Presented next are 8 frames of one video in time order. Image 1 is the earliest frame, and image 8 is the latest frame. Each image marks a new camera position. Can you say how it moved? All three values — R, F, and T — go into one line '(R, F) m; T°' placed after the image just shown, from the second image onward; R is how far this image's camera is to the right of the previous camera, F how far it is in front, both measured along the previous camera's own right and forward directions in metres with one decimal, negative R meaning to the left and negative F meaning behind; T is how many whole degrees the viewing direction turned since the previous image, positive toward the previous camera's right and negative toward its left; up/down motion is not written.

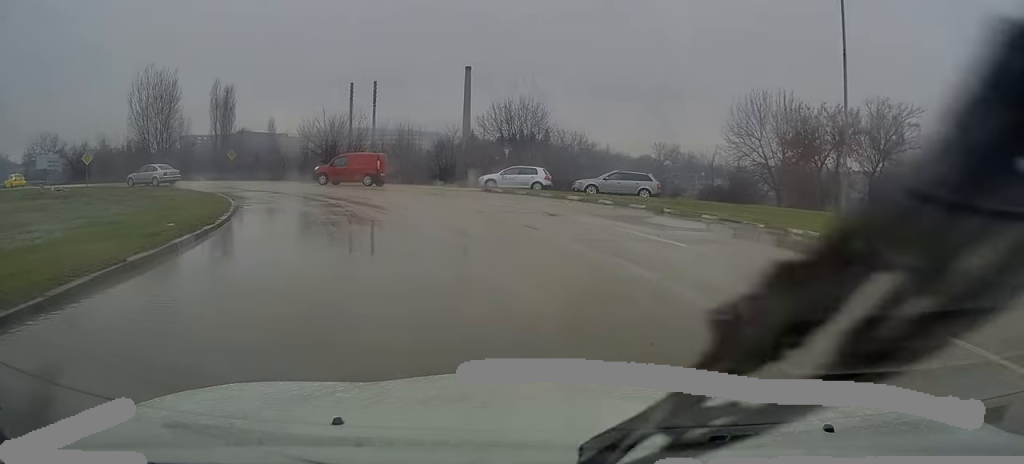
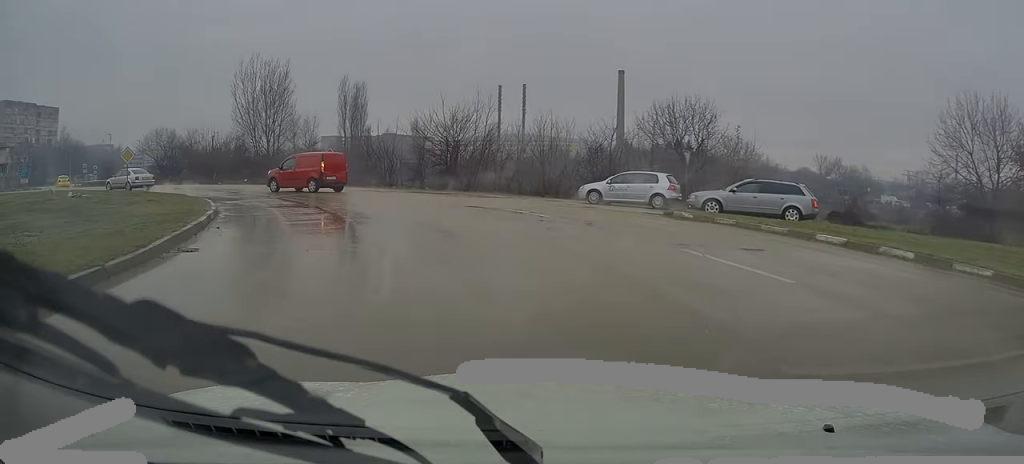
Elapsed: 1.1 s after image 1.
(-1.2, +10.8) m; -15°
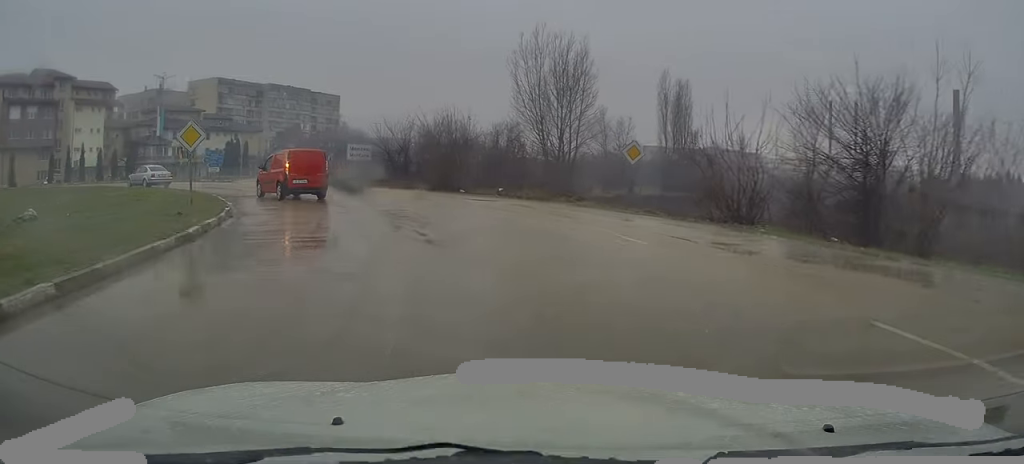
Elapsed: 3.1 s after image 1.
(-4.4, +19.2) m; -26°
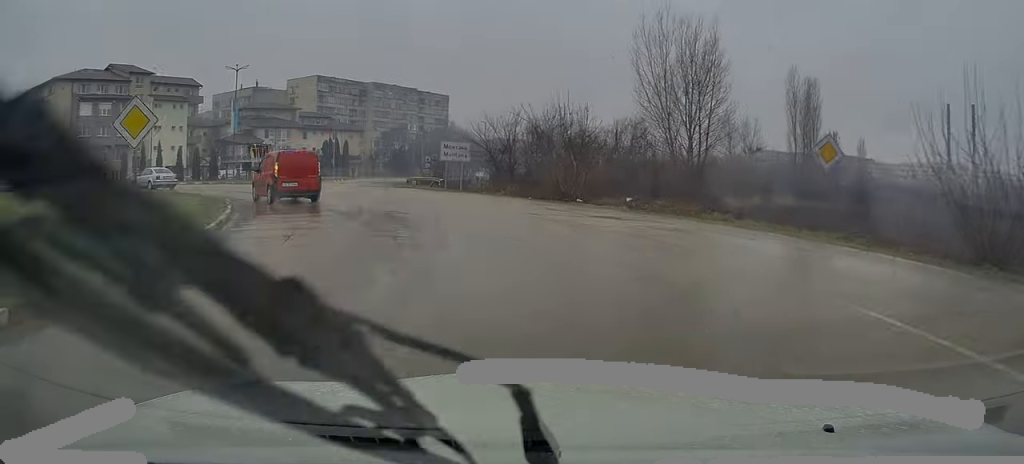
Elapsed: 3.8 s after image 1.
(-0.7, +7.5) m; -10°
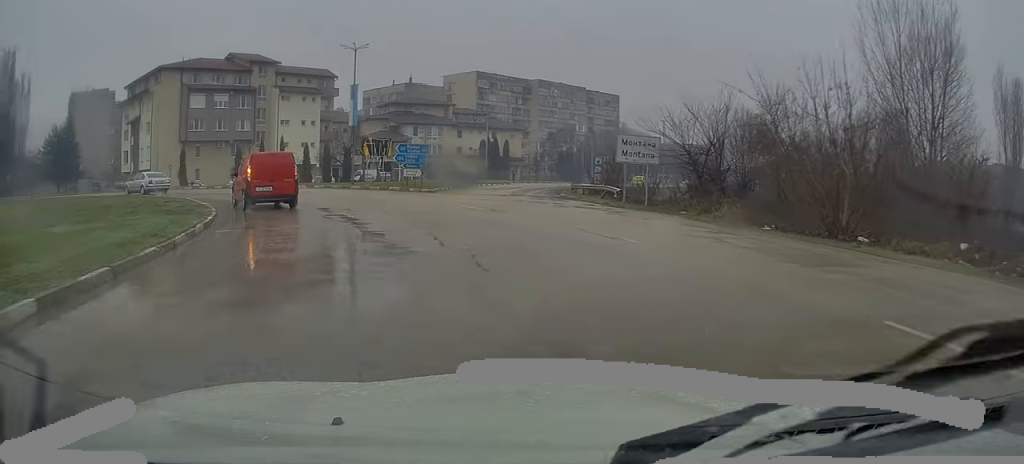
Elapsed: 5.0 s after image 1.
(-1.7, +12.1) m; -16°
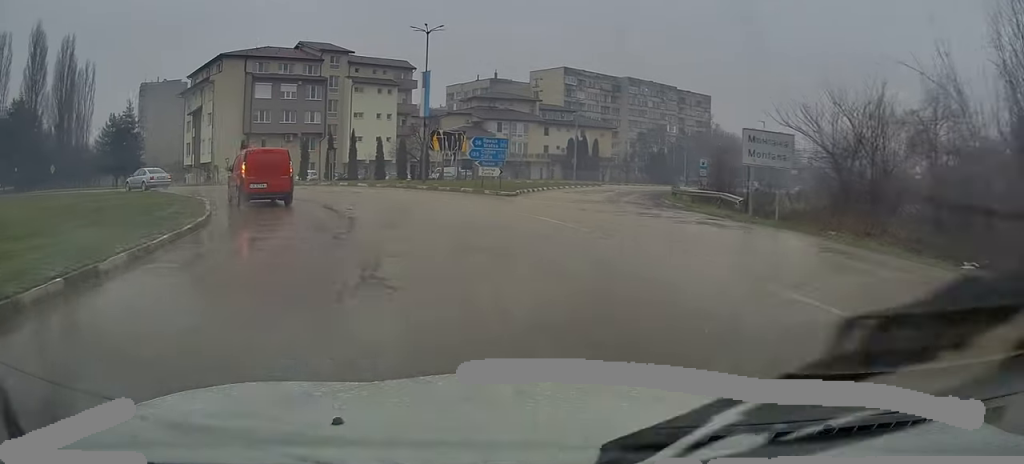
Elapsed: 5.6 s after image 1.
(-0.3, +5.7) m; -7°
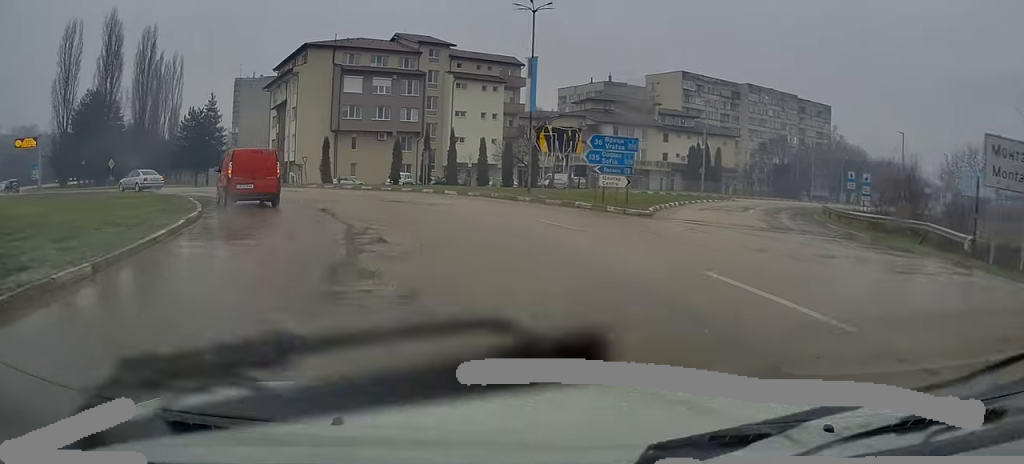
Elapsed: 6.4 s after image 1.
(-0.5, +7.8) m; -10°
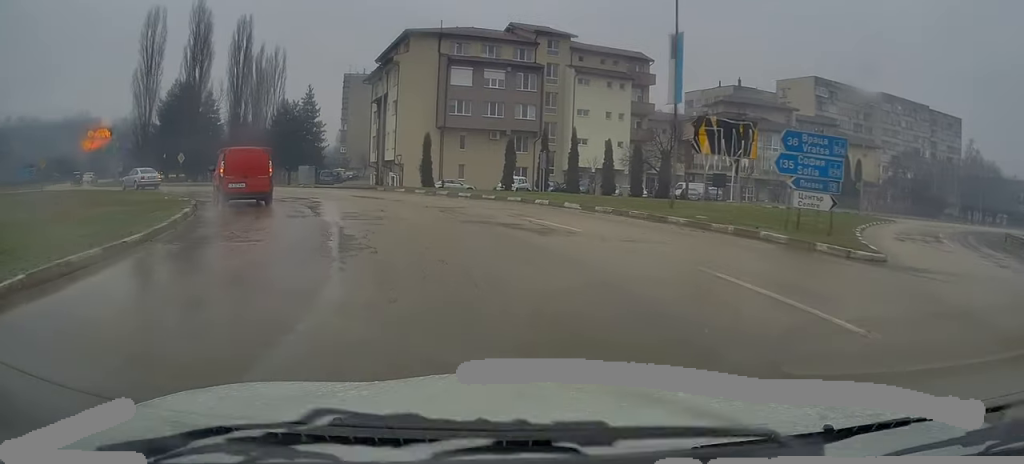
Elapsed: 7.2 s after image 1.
(-0.9, +8.0) m; -11°
